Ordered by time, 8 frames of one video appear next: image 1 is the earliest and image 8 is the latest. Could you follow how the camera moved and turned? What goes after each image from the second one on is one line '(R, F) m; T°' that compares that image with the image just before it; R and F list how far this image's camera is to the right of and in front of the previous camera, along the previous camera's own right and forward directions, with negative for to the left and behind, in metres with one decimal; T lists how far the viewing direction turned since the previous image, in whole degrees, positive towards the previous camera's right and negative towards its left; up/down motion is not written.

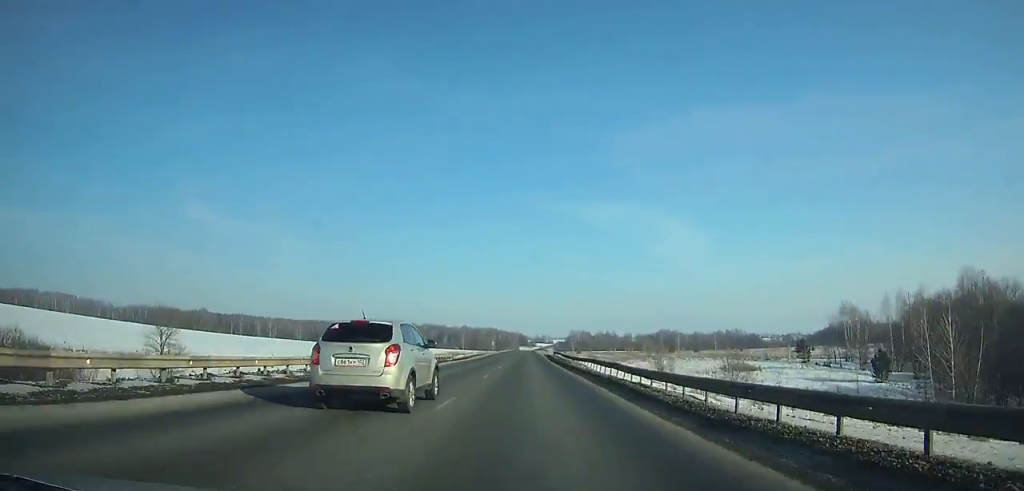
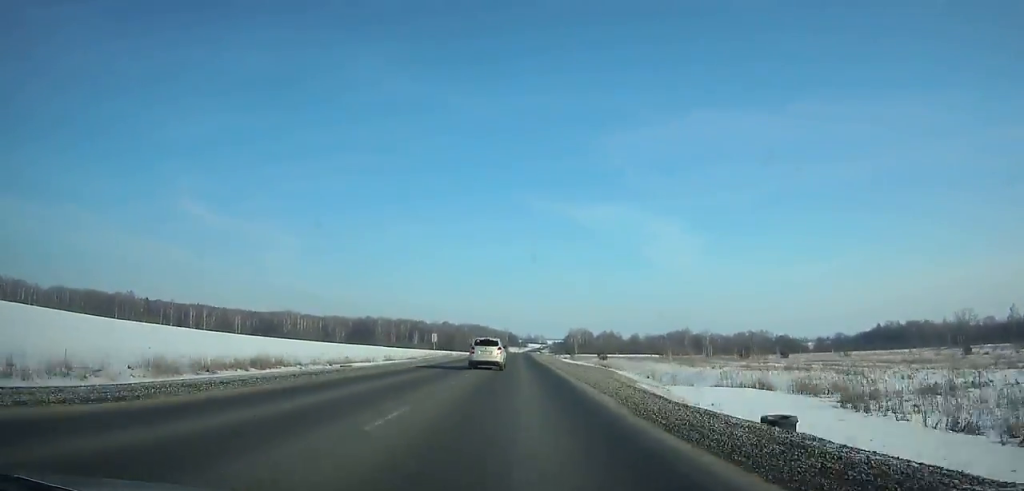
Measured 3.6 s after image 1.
(+0.5, +111.1) m; 0°
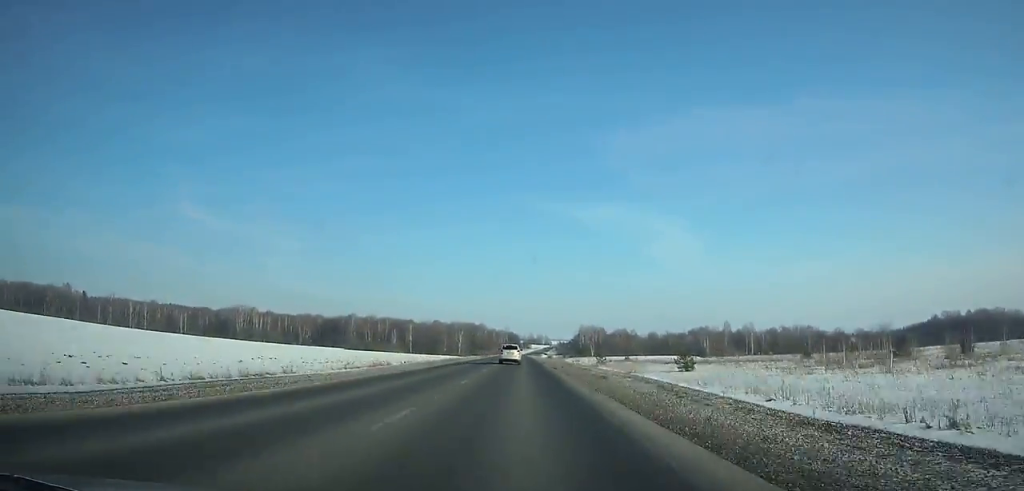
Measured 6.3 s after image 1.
(0.0, +84.4) m; 0°
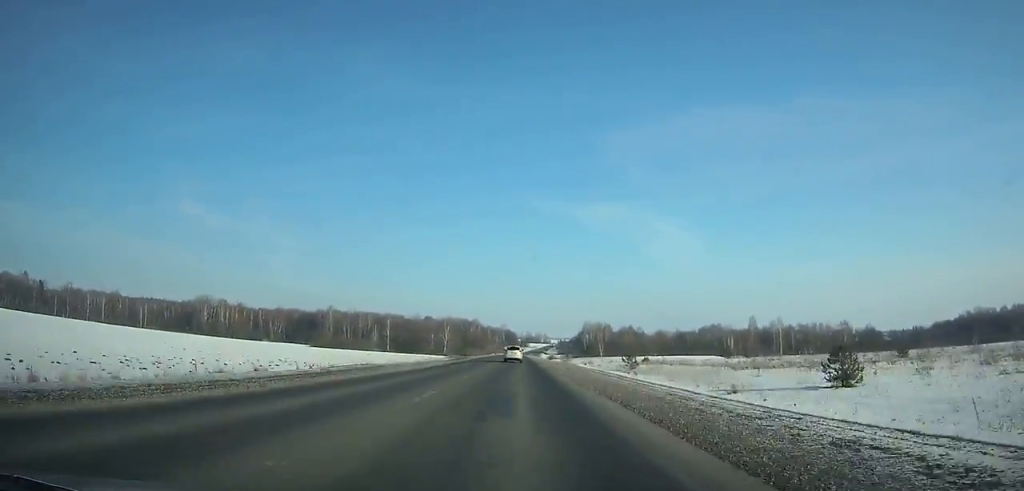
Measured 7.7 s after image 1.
(0.0, +44.3) m; 0°
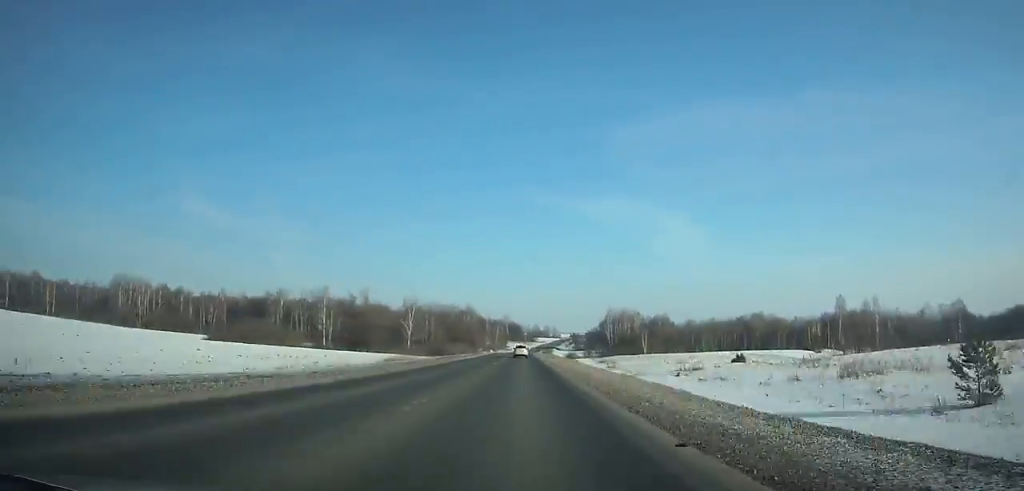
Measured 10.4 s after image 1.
(-0.2, +86.3) m; 0°
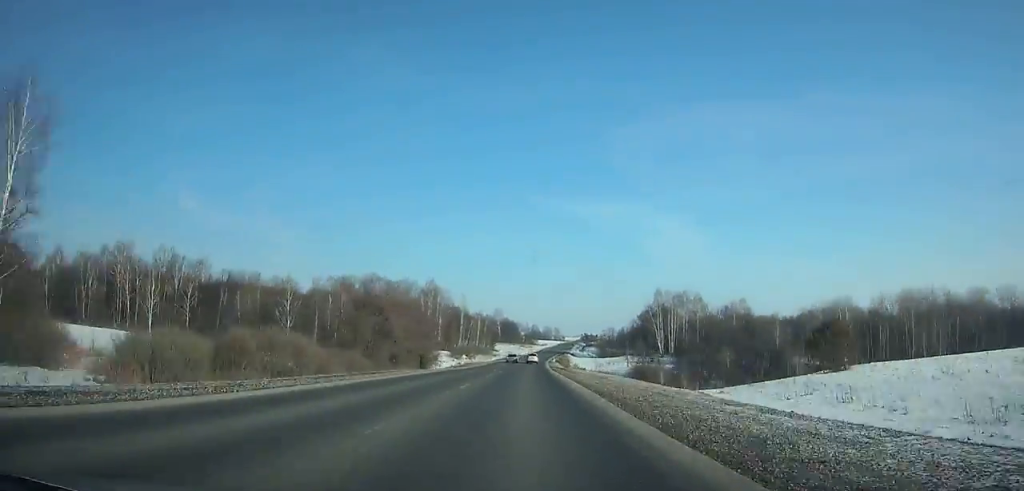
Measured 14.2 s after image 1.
(+0.9, +123.8) m; +2°
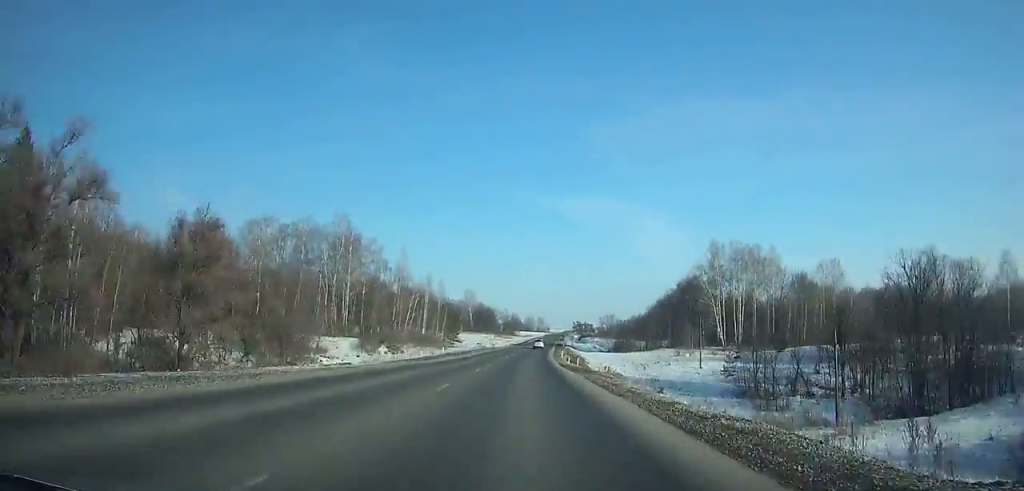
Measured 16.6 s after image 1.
(+0.7, +78.9) m; +2°
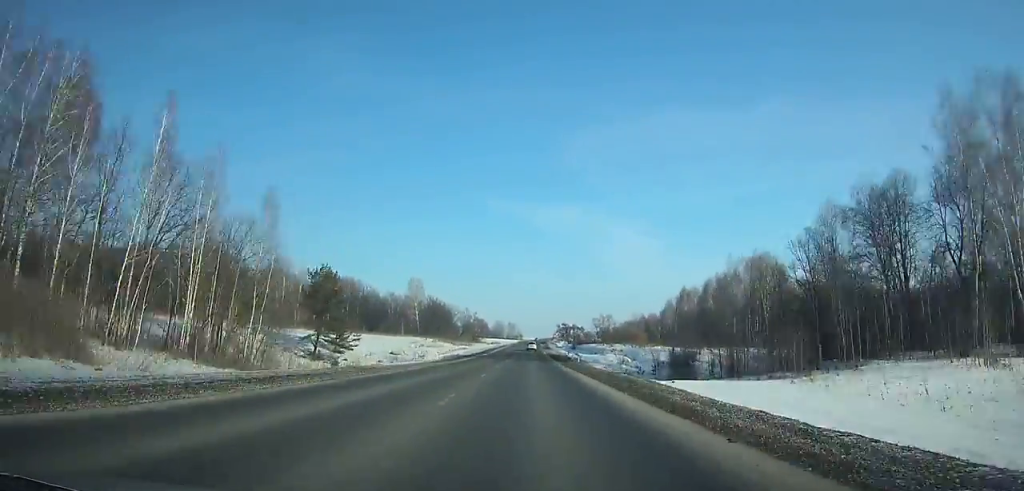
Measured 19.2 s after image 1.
(+2.1, +85.7) m; +2°
